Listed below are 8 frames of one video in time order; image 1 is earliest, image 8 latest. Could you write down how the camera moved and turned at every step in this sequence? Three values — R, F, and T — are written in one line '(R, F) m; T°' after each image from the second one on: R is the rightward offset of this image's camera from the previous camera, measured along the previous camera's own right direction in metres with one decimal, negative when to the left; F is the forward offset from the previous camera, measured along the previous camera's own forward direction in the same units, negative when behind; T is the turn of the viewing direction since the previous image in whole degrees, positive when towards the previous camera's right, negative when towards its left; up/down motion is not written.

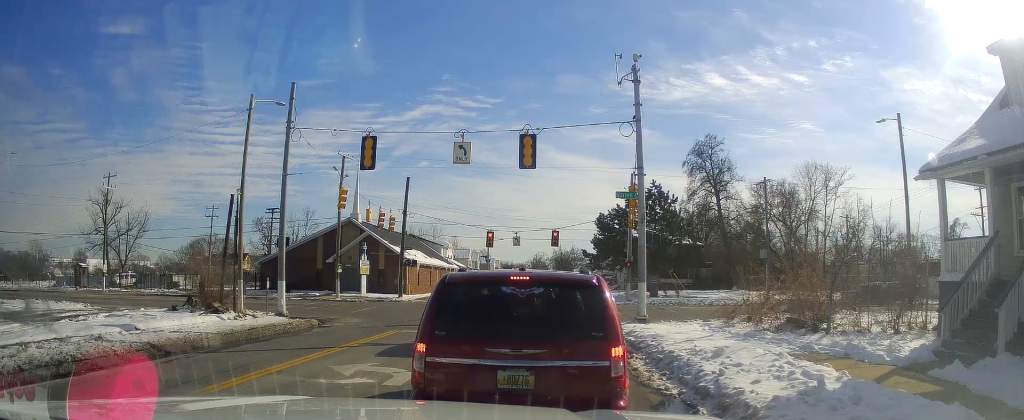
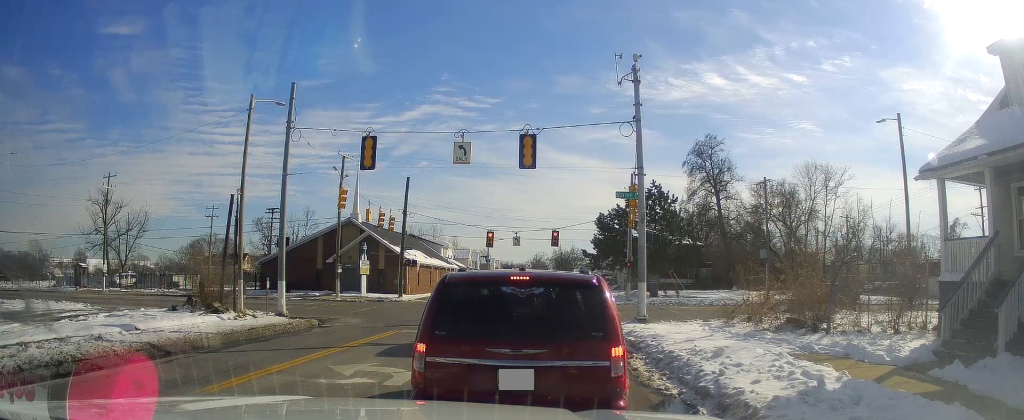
(0.0, 0.0) m; 0°
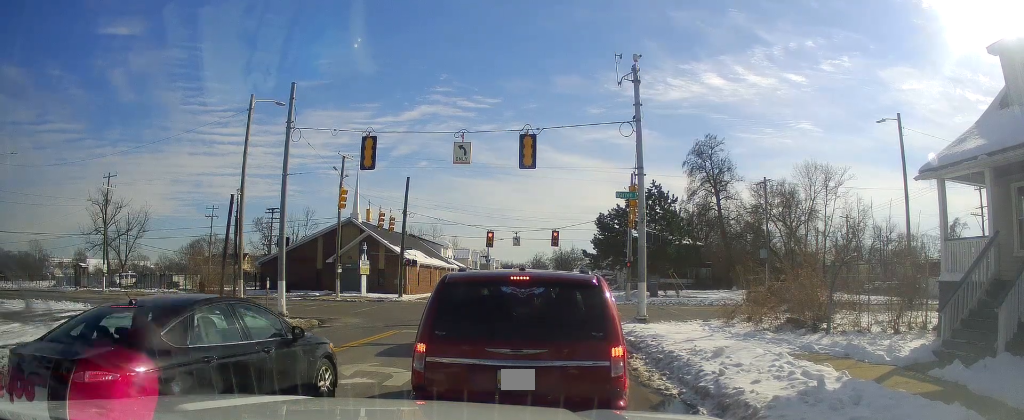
(0.0, 0.0) m; 0°
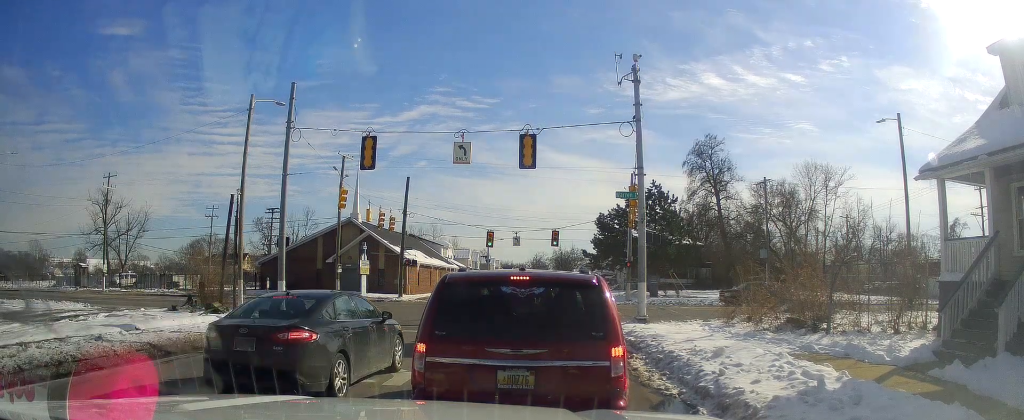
(0.0, 0.0) m; 0°
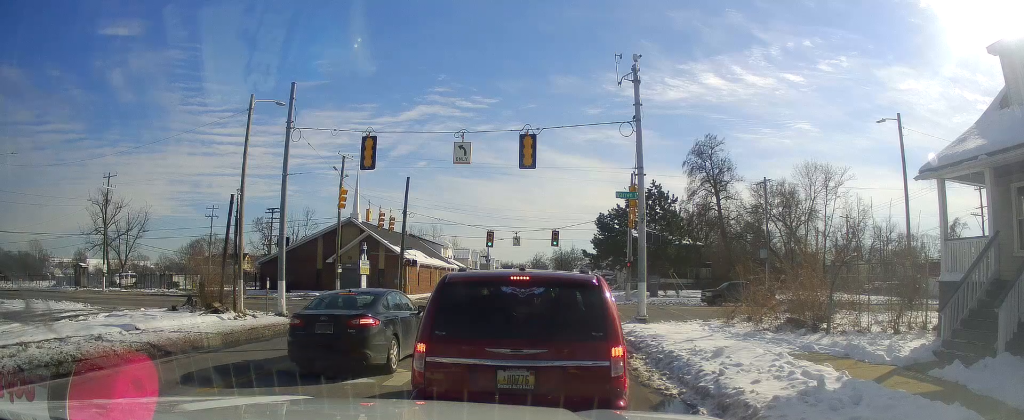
(0.0, 0.0) m; 0°
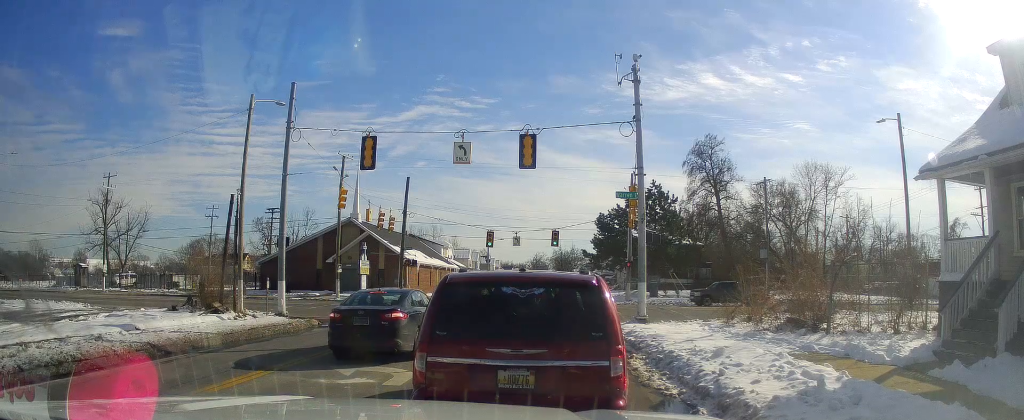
(0.0, 0.0) m; 0°
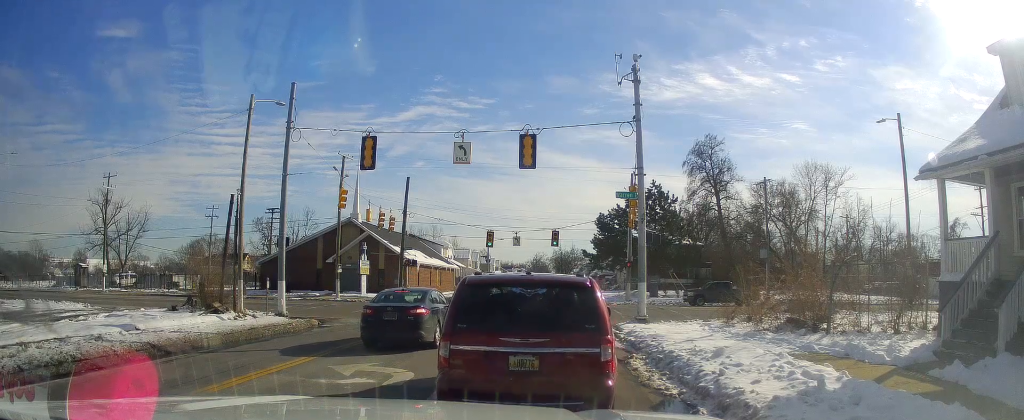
(0.0, +0.5) m; 0°
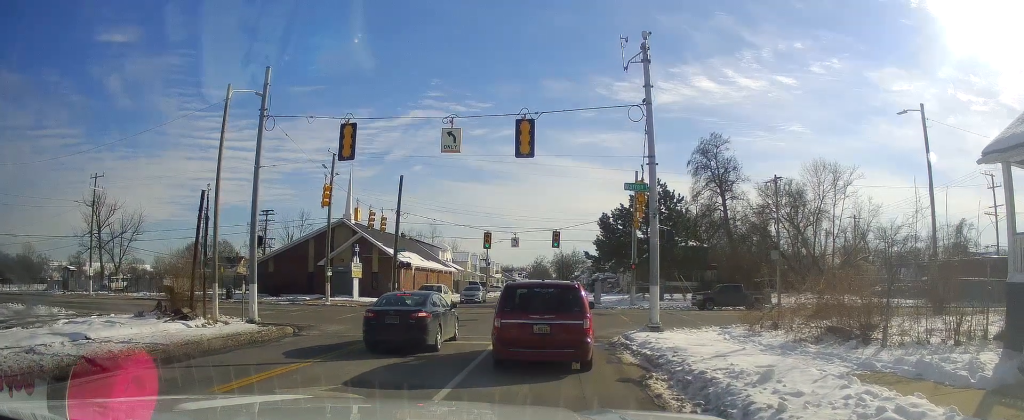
(-0.1, +0.6) m; 0°
